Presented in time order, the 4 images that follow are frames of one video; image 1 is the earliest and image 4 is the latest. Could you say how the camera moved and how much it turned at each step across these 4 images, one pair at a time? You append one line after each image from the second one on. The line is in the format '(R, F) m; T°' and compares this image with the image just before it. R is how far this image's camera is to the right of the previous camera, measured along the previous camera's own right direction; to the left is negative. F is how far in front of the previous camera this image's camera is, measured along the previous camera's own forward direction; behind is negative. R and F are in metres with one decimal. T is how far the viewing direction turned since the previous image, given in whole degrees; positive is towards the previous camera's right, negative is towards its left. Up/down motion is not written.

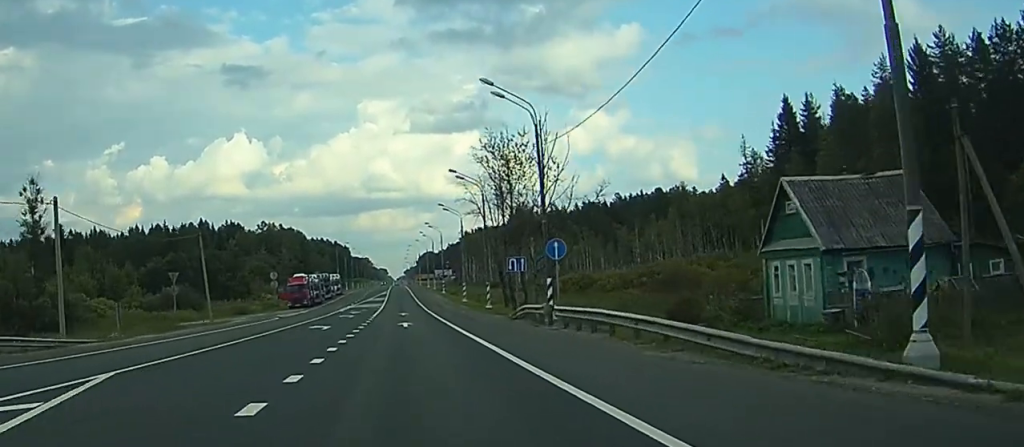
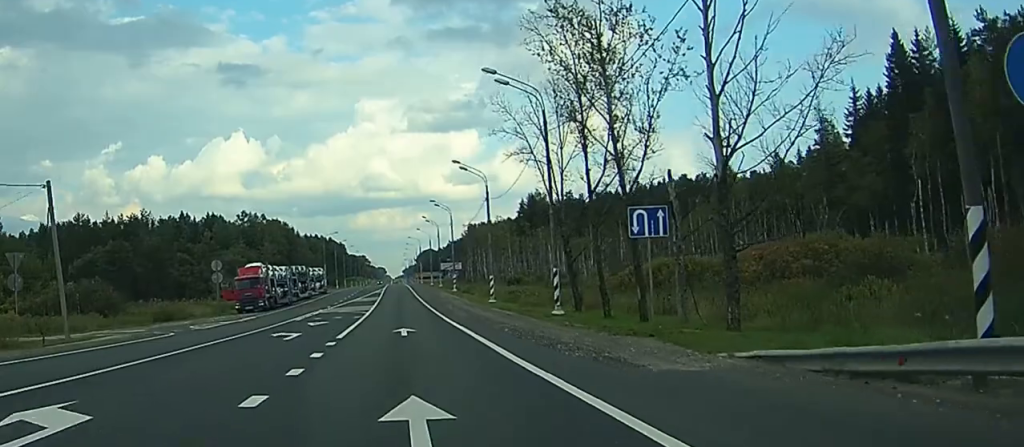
(-0.2, +31.2) m; -1°
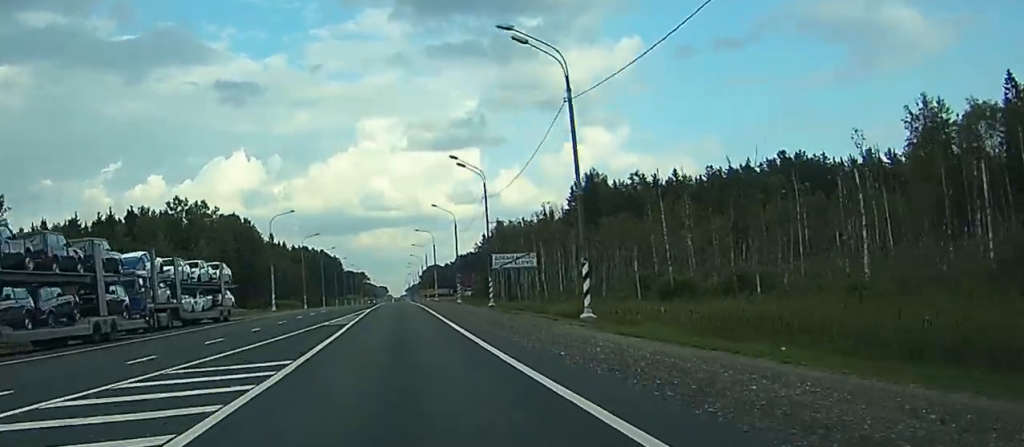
(+0.1, +74.3) m; 0°
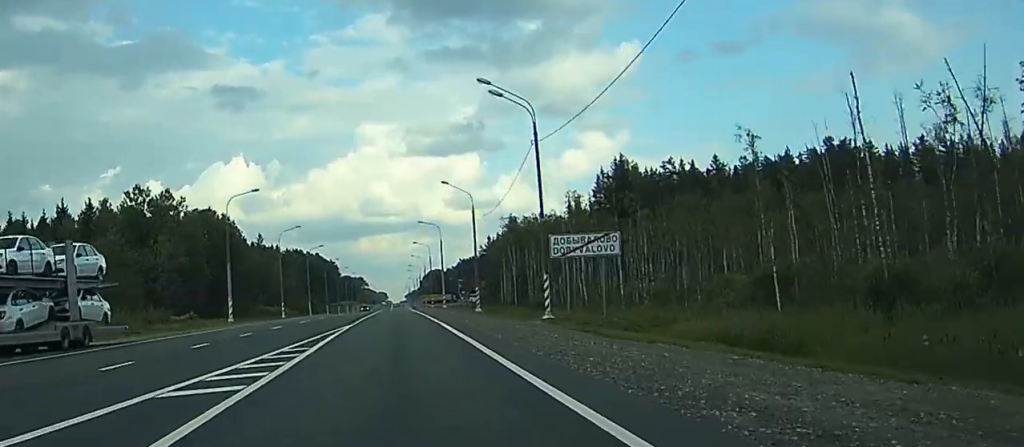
(0.0, +25.2) m; 0°
